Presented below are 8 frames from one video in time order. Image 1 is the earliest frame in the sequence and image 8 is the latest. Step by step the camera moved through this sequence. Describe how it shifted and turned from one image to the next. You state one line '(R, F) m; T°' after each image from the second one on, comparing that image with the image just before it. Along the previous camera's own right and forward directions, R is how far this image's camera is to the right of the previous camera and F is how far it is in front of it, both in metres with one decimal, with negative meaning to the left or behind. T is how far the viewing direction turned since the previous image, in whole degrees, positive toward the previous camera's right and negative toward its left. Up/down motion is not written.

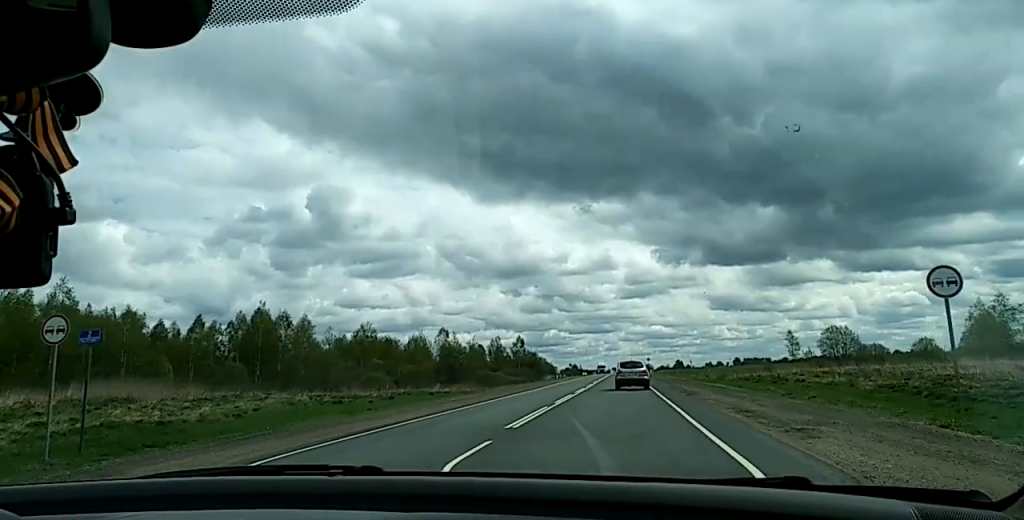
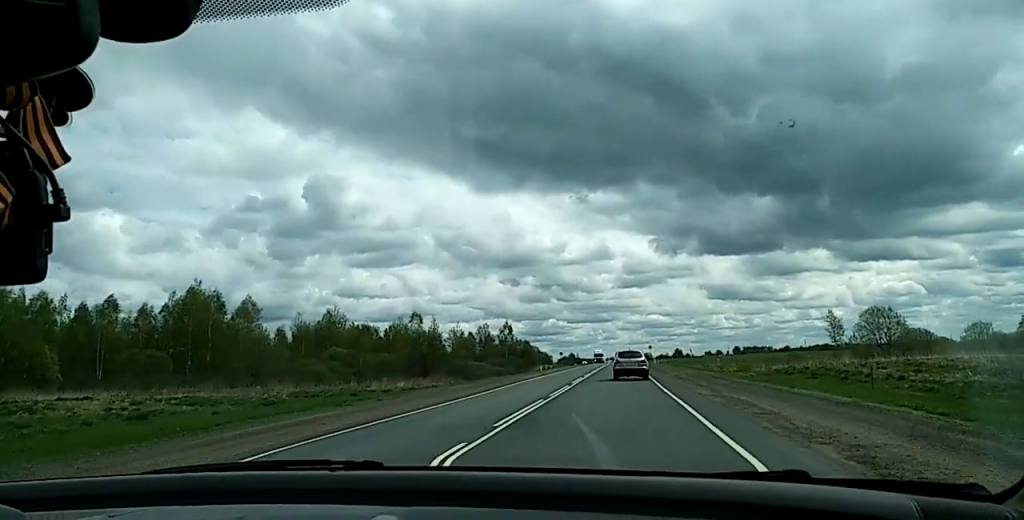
(+0.2, +25.9) m; 0°
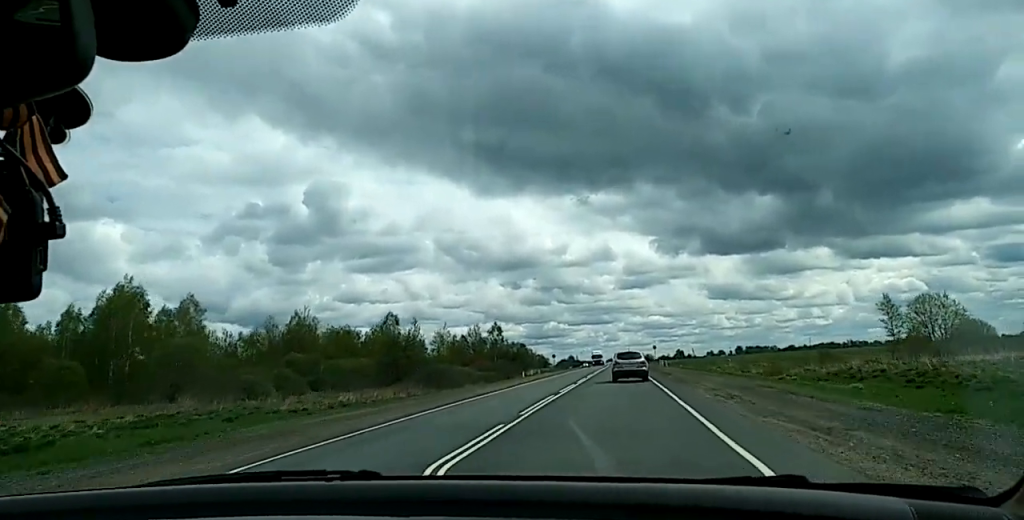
(-0.1, +20.4) m; -1°
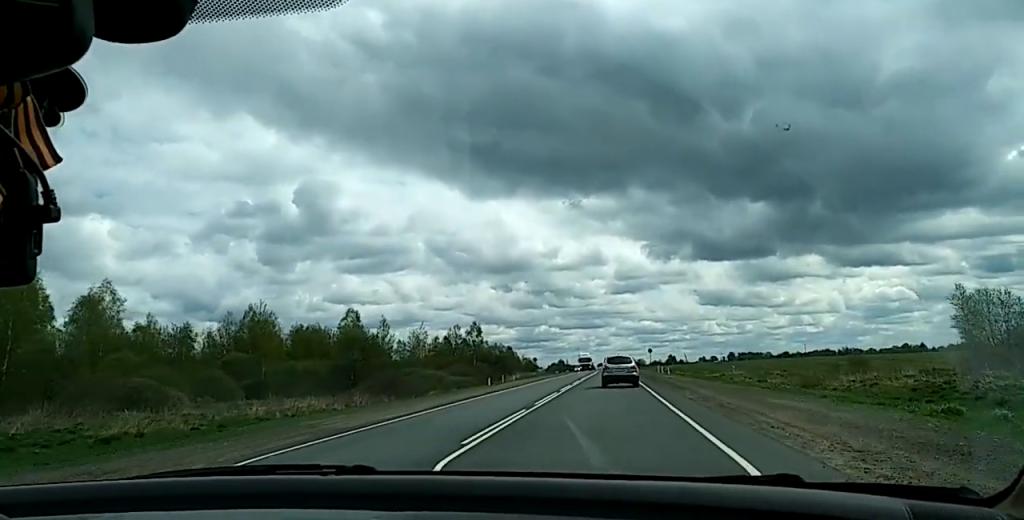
(-0.1, +18.2) m; 0°
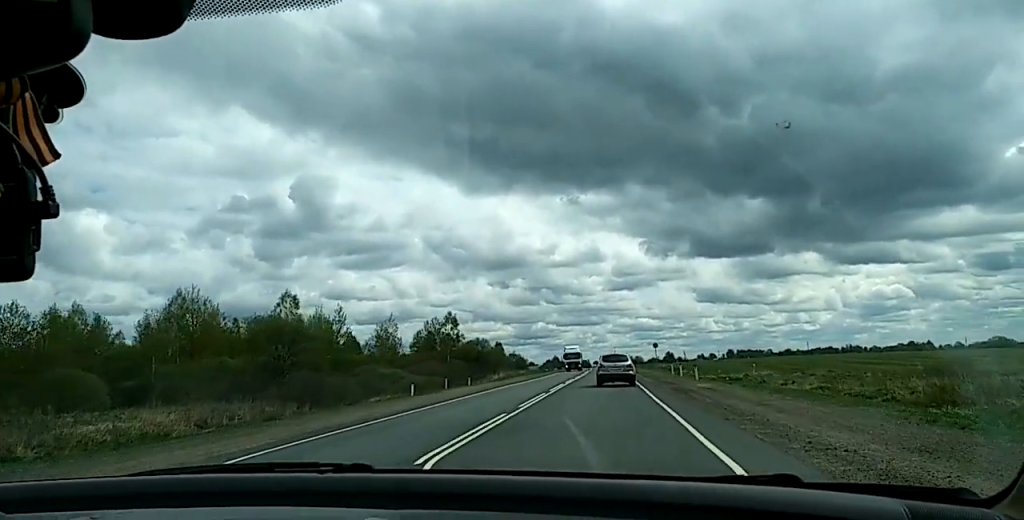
(0.0, +25.6) m; +1°
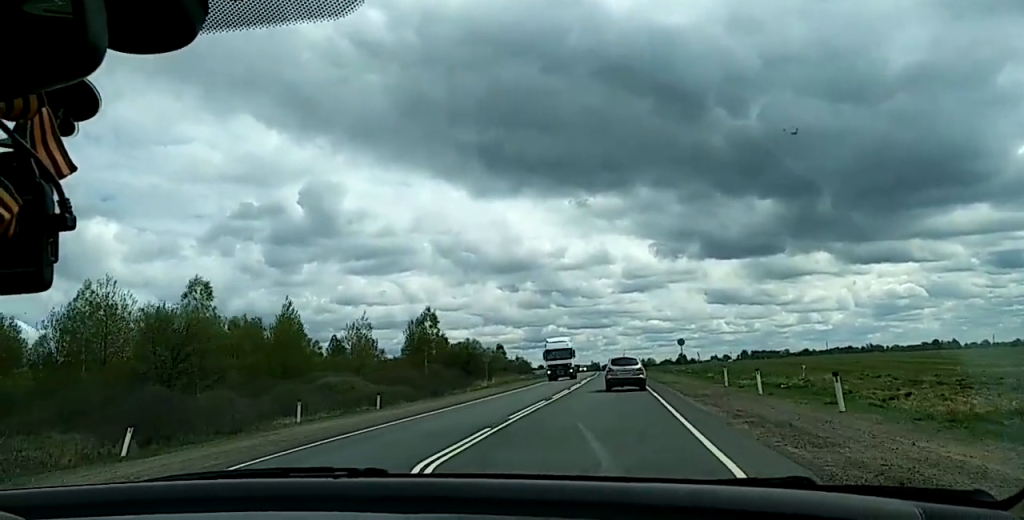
(+0.4, +27.8) m; 0°
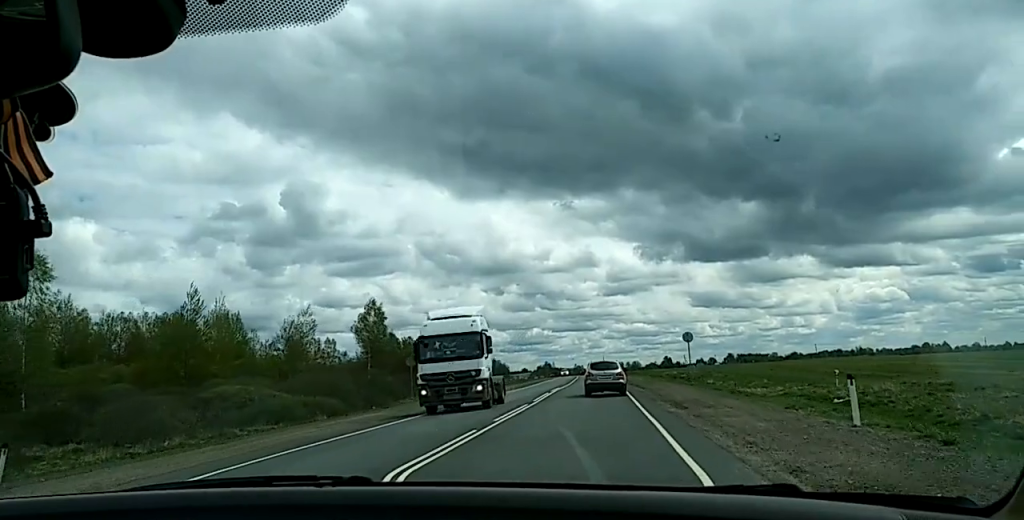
(-0.4, +22.4) m; -1°
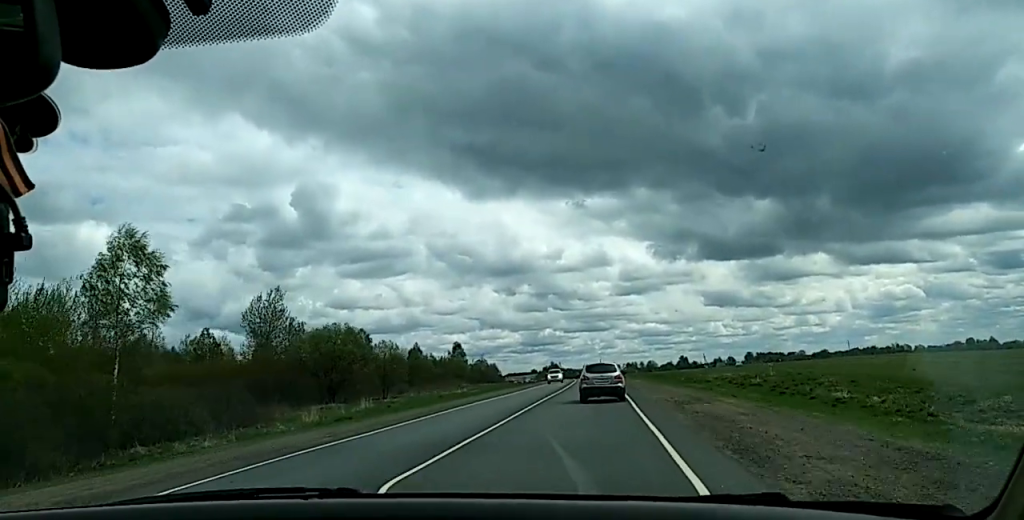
(-0.4, +58.5) m; -1°
